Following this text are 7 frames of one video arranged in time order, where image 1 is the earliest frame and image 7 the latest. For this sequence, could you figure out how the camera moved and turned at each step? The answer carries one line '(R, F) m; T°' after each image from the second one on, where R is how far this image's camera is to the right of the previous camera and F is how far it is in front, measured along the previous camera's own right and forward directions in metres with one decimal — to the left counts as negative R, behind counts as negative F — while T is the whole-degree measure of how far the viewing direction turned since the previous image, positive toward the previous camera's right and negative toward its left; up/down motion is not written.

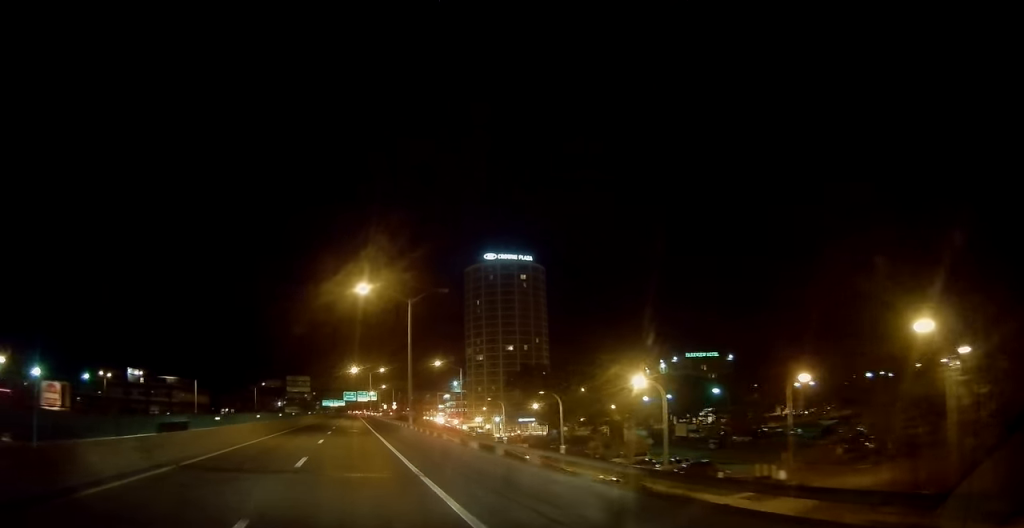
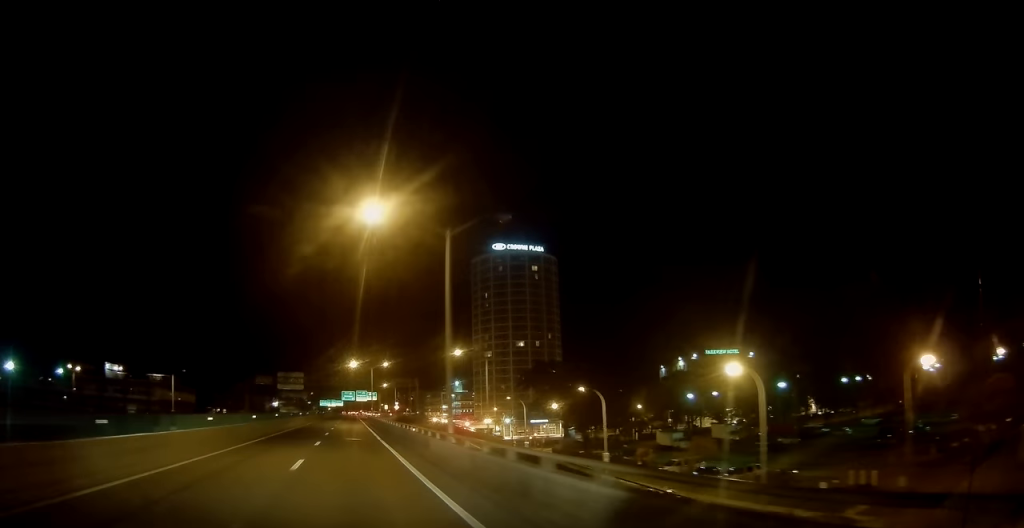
(0.0, +13.3) m; 0°
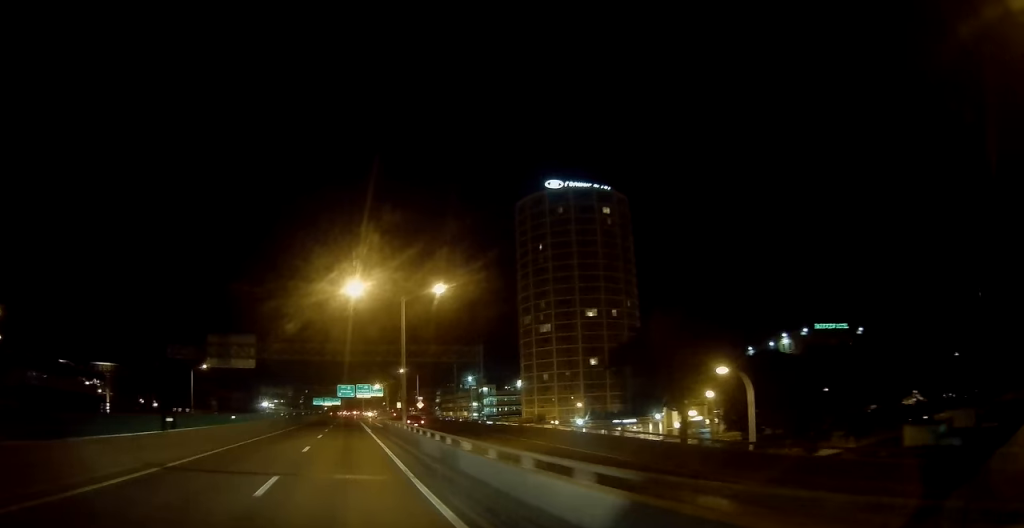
(0.0, +53.6) m; -1°
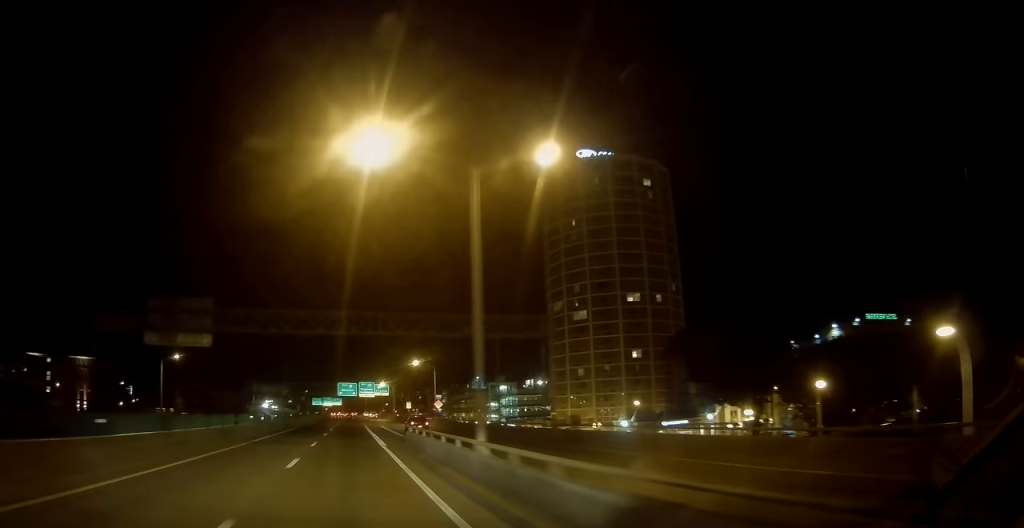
(-0.1, +18.8) m; 0°
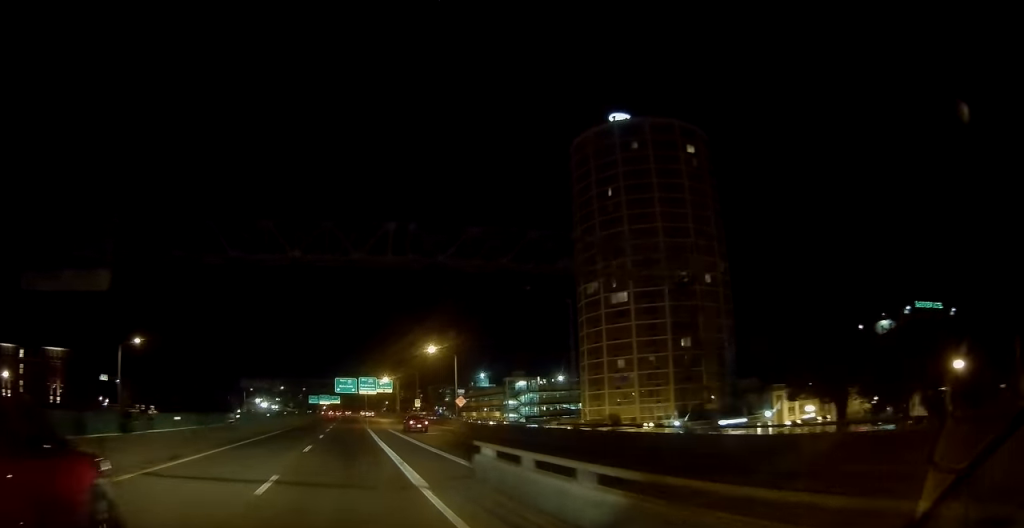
(-0.2, +17.1) m; 0°
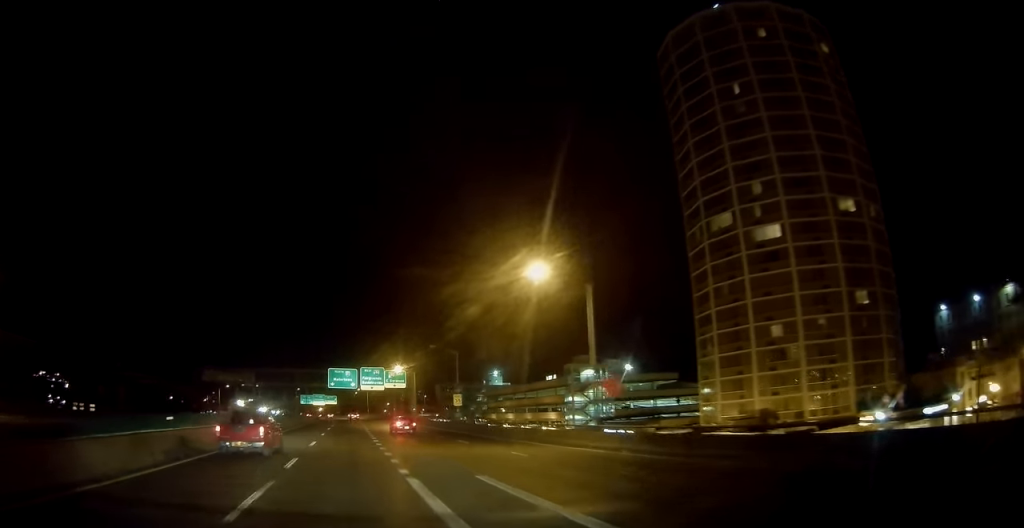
(+0.5, +37.7) m; +1°
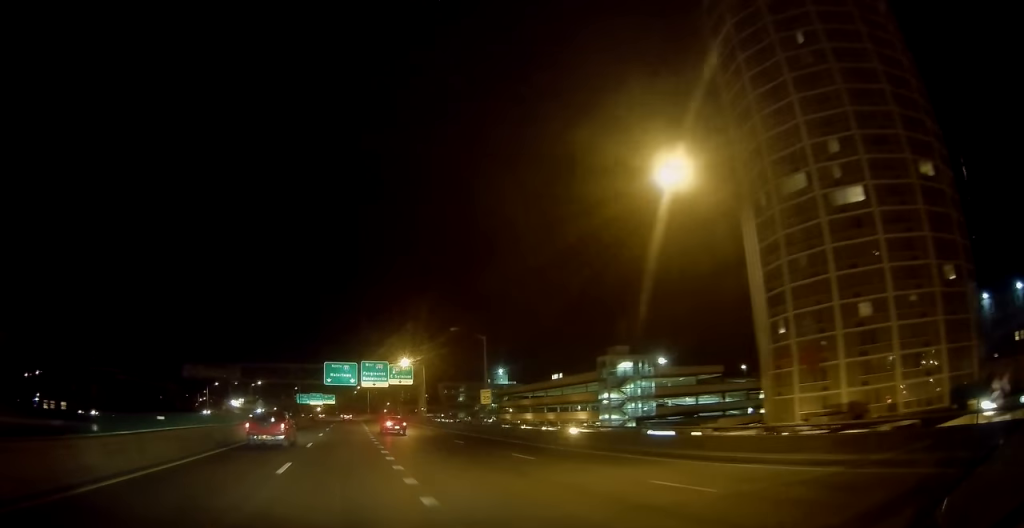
(0.0, +13.7) m; 0°
